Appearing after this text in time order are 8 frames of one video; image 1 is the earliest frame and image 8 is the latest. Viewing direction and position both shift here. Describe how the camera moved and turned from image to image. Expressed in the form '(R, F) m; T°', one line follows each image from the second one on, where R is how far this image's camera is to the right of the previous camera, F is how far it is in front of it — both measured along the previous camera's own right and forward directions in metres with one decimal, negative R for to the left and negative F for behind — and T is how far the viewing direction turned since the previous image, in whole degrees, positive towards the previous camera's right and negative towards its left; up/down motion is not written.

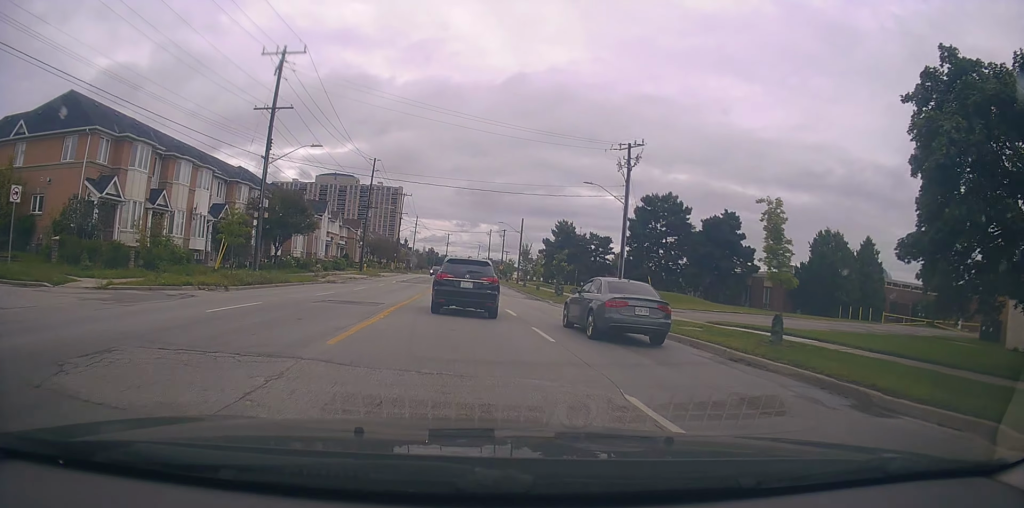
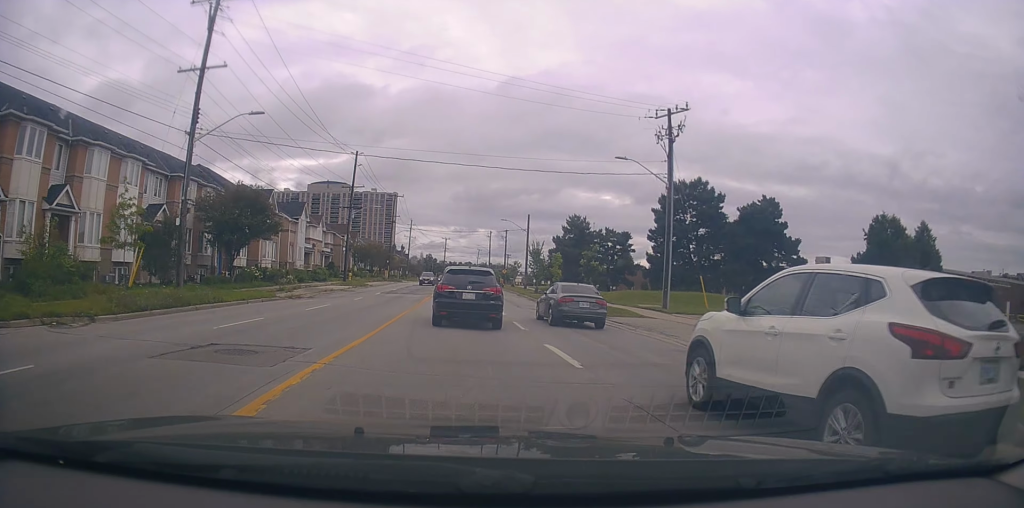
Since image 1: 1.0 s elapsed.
(+0.1, +9.7) m; +2°
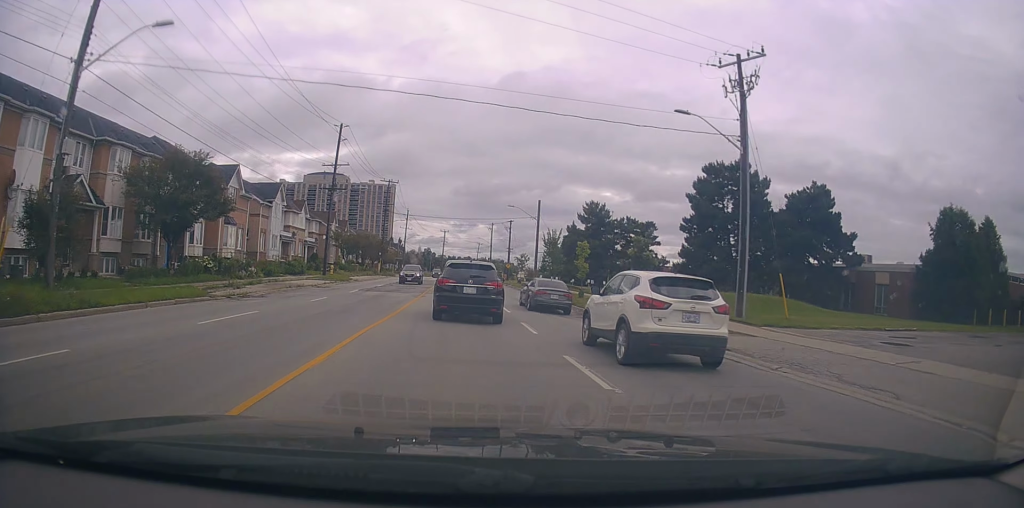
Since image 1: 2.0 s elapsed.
(+0.2, +9.1) m; +2°
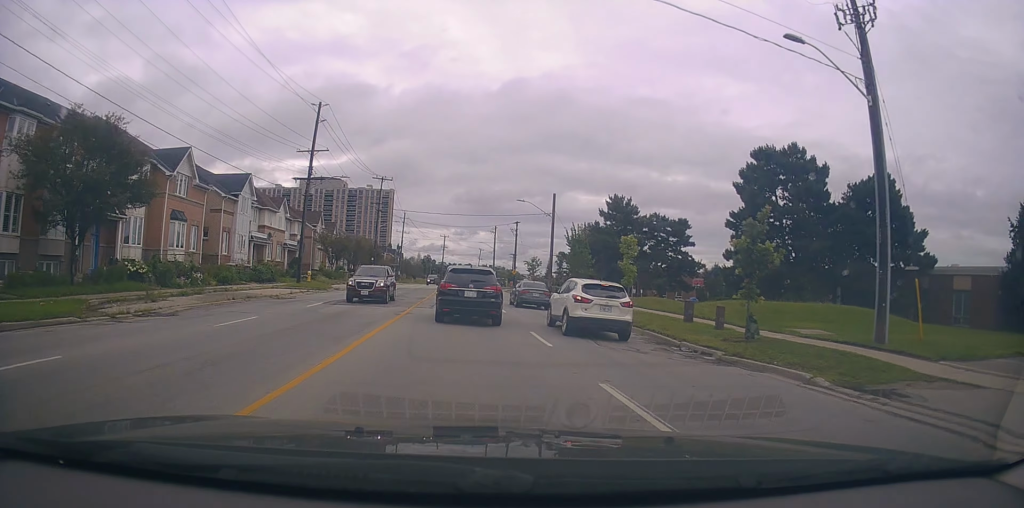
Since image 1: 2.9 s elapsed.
(0.0, +8.9) m; 0°
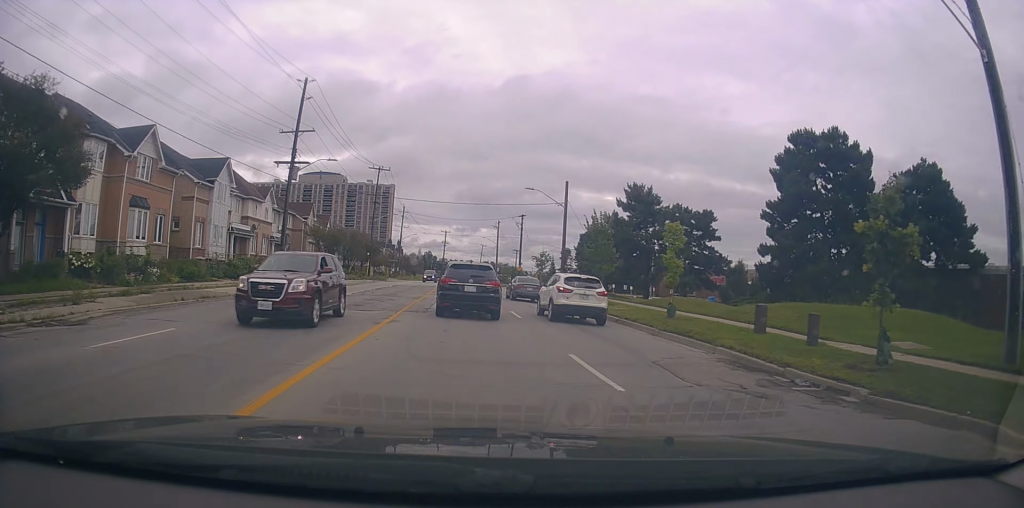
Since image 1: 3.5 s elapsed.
(+0.2, +4.9) m; -1°
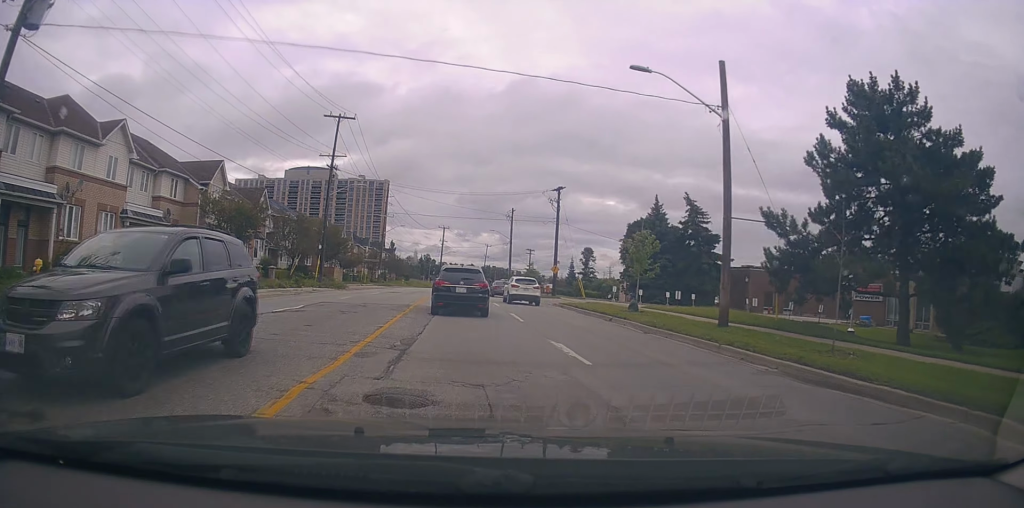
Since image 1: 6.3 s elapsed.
(-0.6, +27.4) m; 0°
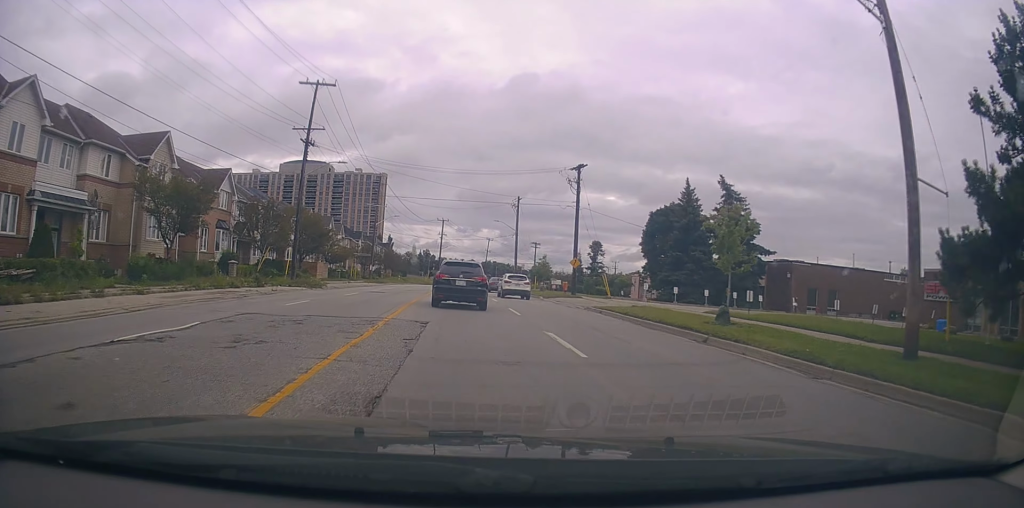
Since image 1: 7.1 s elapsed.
(-0.1, +8.4) m; -1°
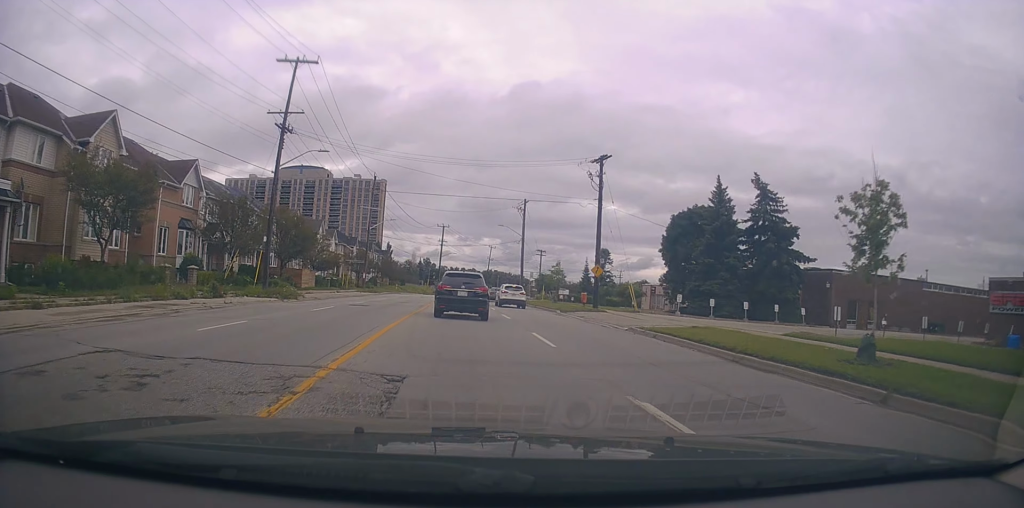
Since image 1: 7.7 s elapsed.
(-0.1, +6.2) m; -1°
